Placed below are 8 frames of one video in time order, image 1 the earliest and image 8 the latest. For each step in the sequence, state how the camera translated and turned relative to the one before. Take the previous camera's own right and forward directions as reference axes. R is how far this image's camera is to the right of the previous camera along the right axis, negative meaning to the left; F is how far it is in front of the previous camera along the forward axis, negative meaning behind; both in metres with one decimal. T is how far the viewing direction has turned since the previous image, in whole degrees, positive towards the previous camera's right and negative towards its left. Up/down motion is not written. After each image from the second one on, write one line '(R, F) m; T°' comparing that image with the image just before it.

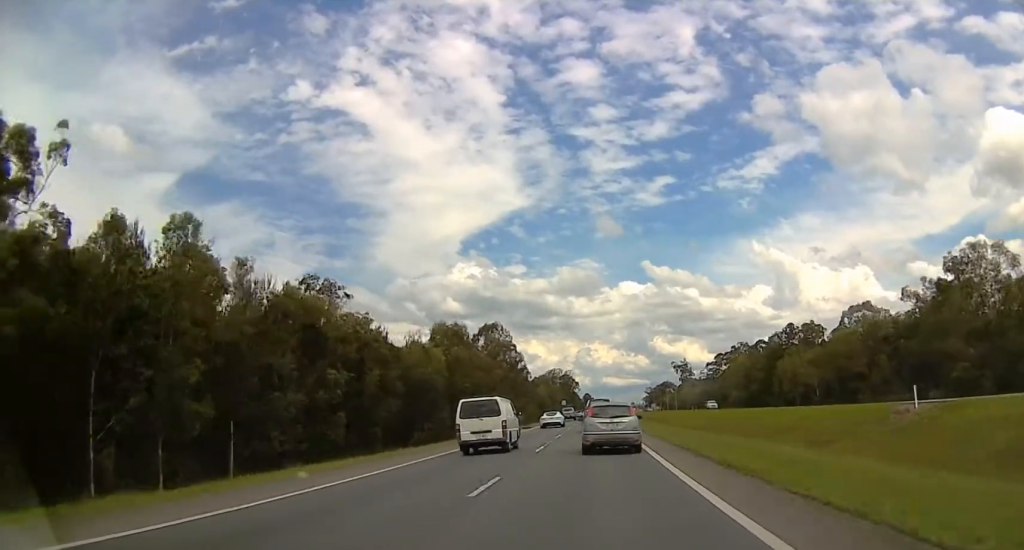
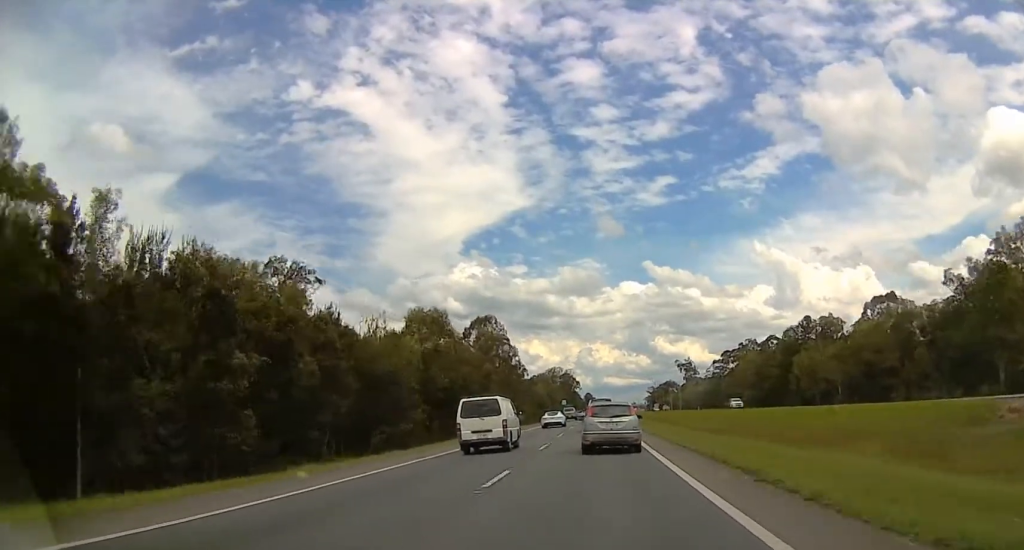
(+0.5, +10.8) m; 0°
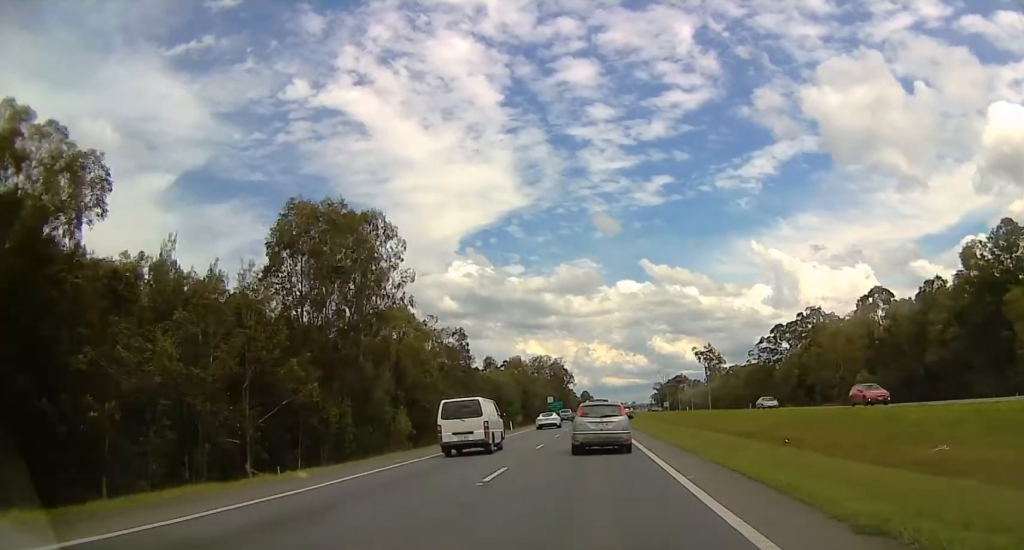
(-1.1, +69.5) m; 0°
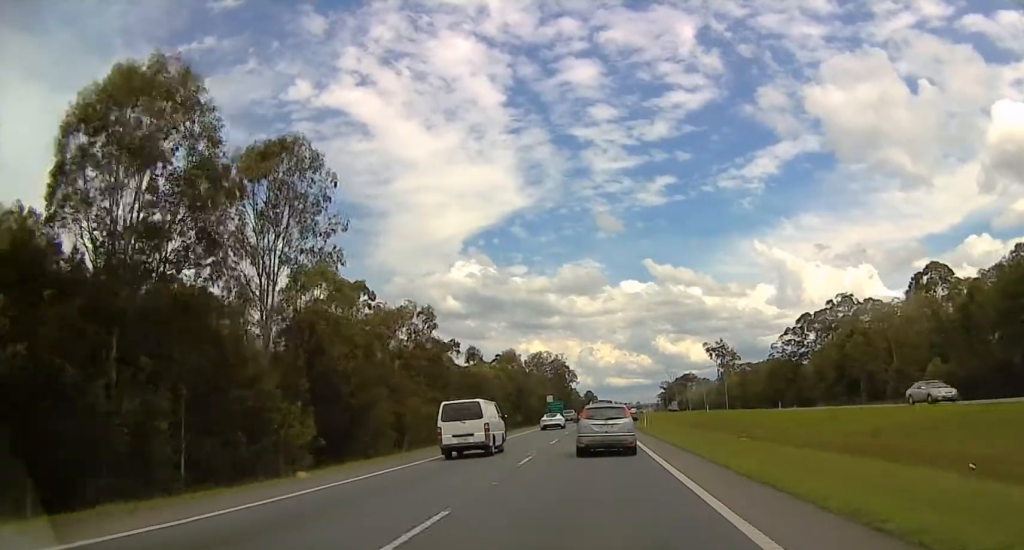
(+0.6, +19.0) m; 0°
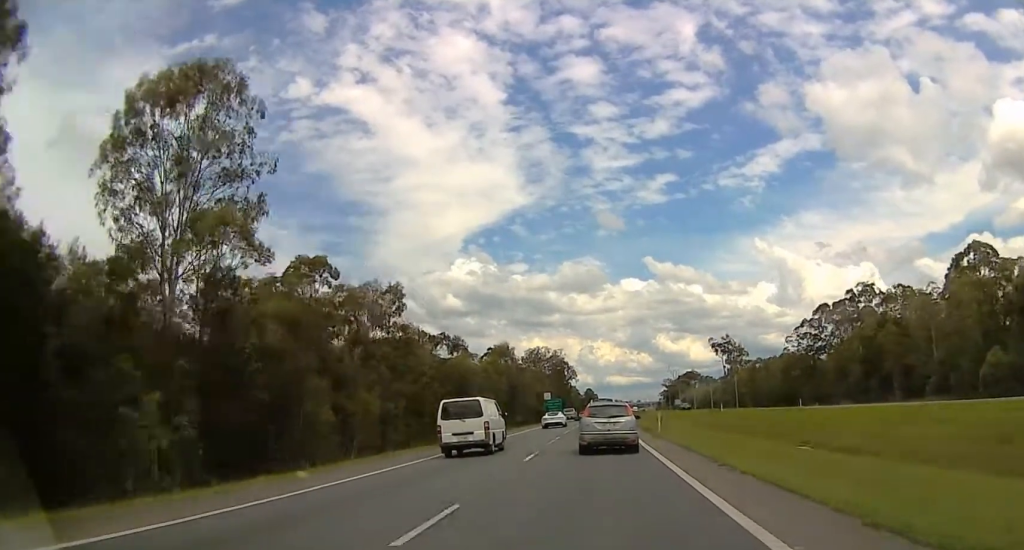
(+0.4, +11.6) m; 0°
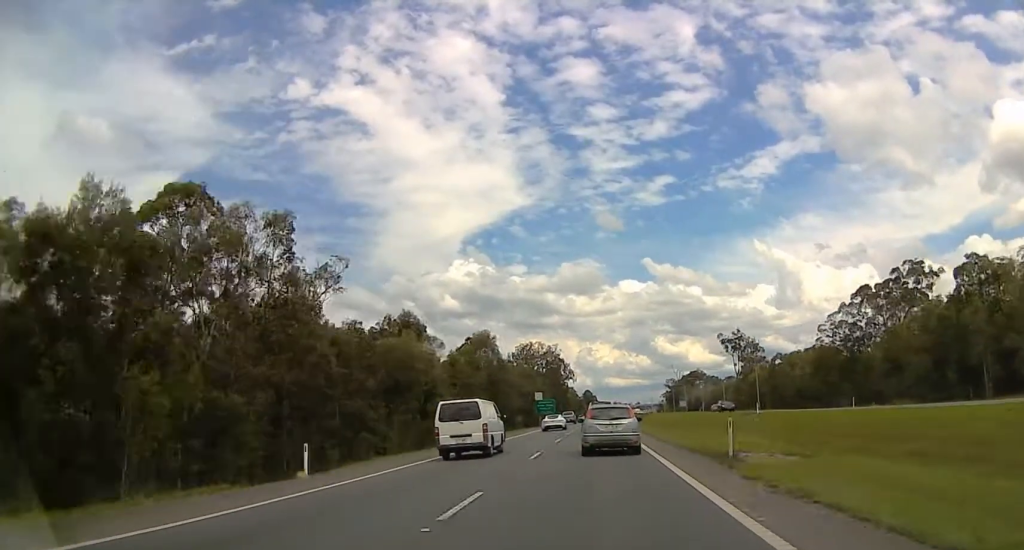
(-1.2, +22.3) m; 0°
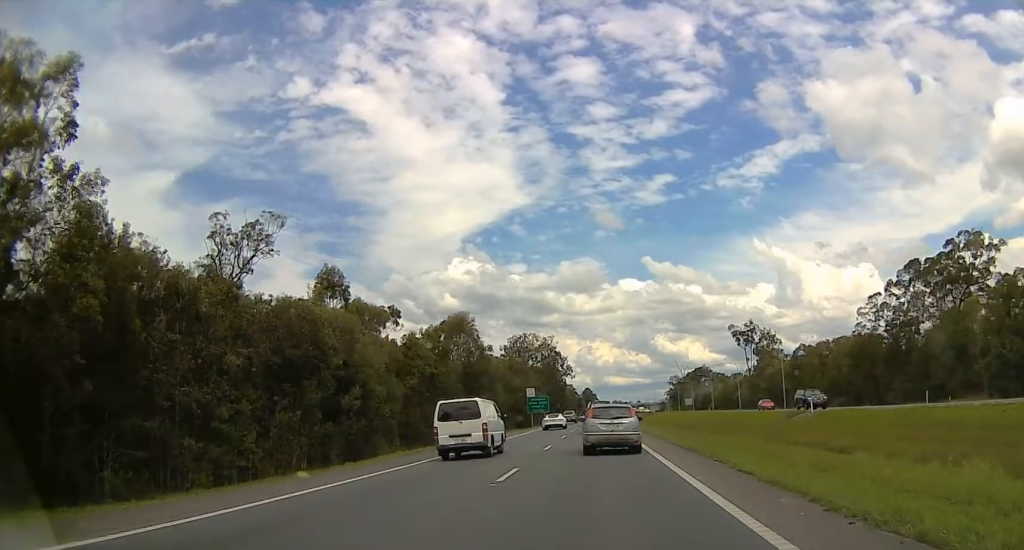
(+1.0, +19.0) m; 0°
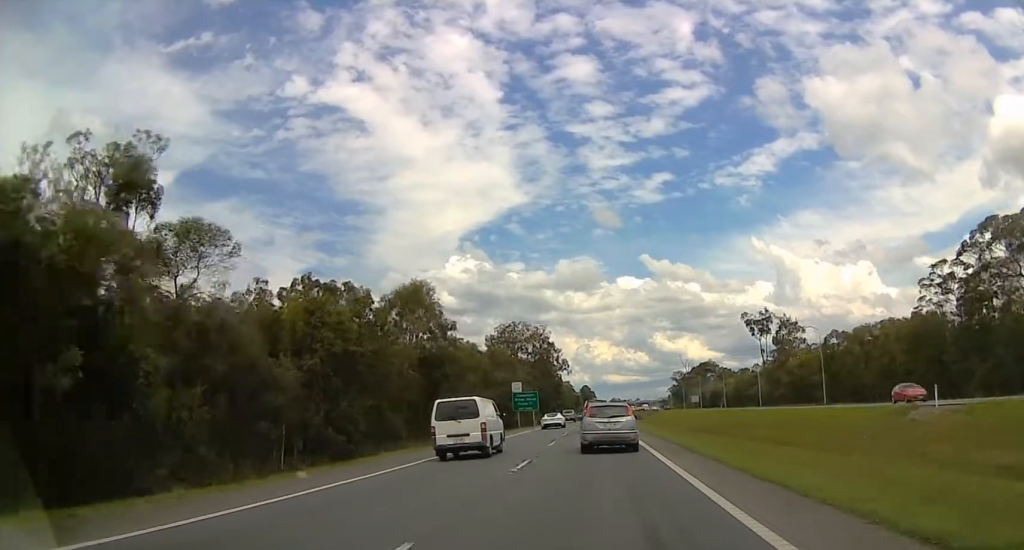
(-0.5, +21.5) m; 0°
